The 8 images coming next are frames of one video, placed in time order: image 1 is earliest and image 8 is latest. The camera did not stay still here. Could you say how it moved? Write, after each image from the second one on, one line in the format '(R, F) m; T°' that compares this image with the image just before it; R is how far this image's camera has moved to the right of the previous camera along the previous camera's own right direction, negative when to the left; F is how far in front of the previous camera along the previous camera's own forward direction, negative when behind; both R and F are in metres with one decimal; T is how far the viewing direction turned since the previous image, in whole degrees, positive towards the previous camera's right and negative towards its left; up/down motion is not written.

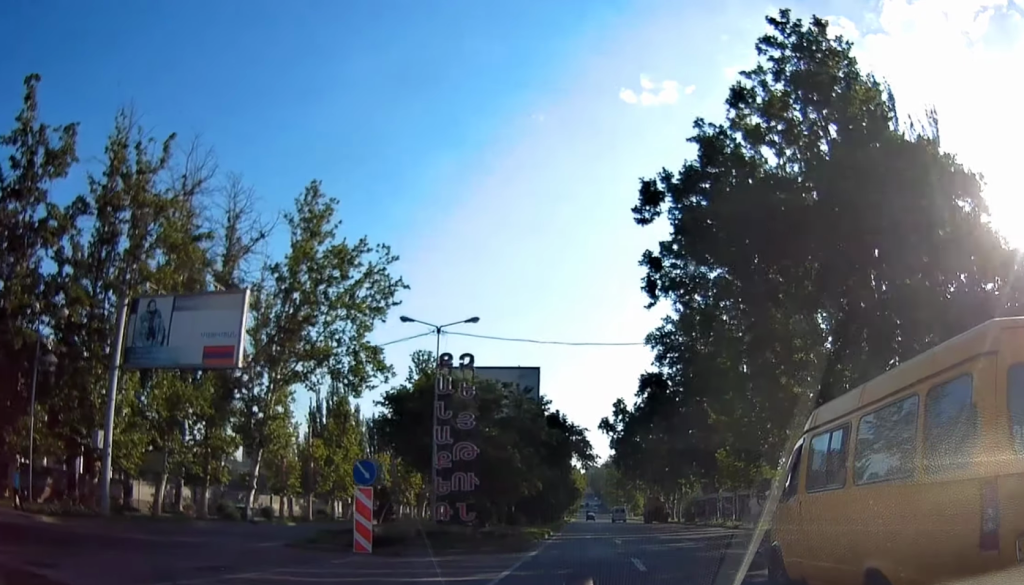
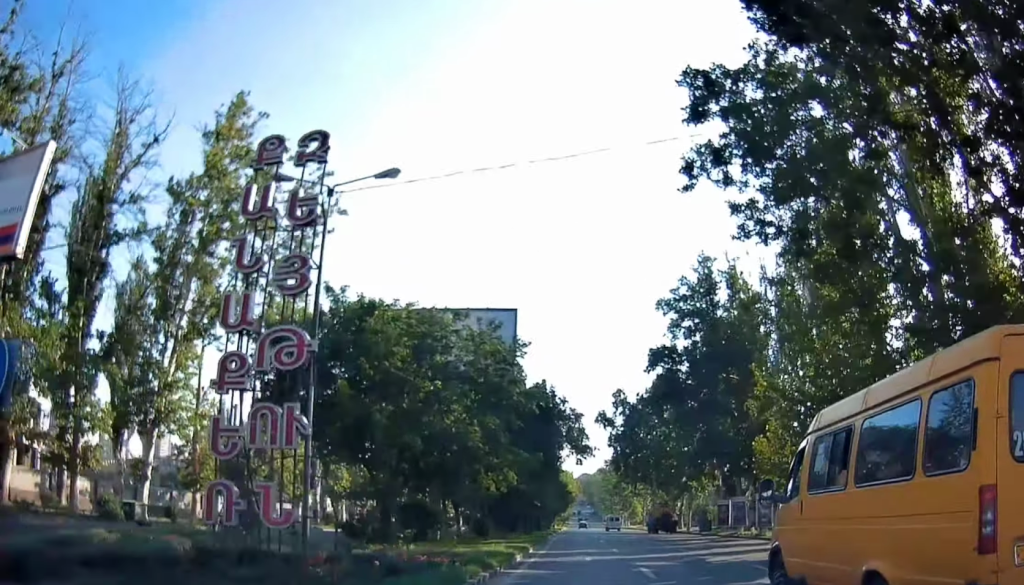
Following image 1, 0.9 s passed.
(-0.2, +12.3) m; 0°
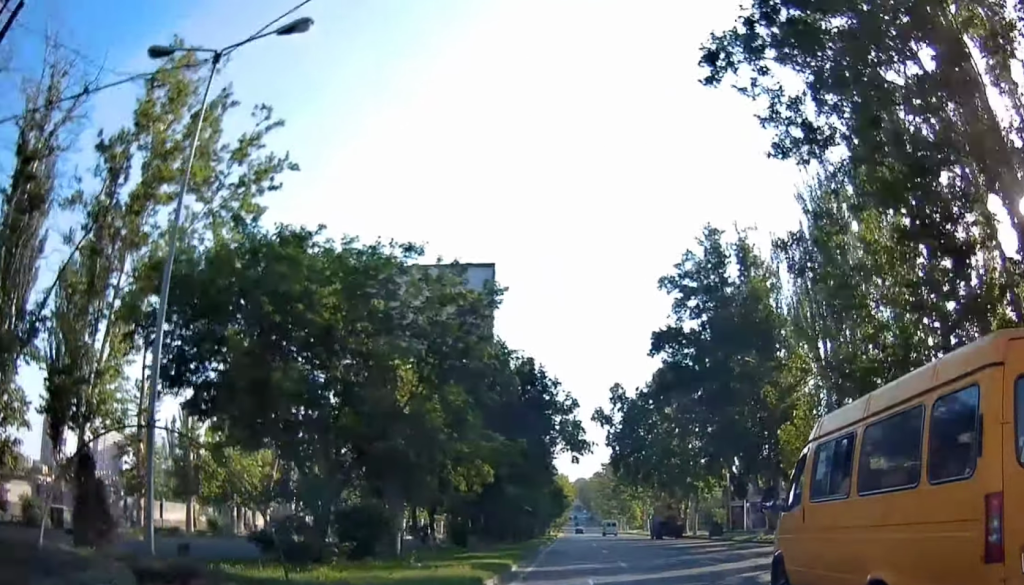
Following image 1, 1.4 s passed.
(-0.1, +5.9) m; +2°
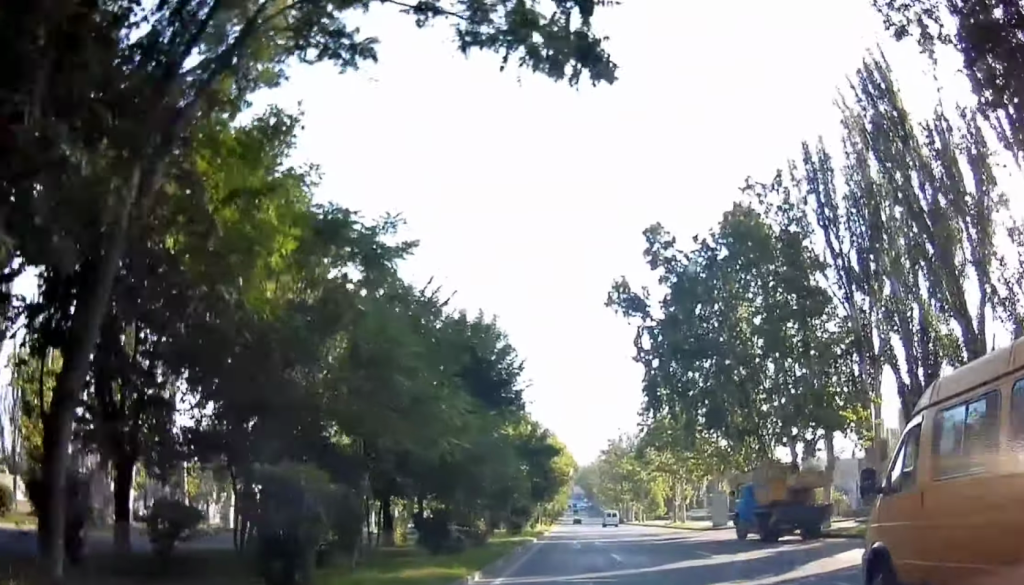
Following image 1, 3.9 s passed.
(+1.2, +36.8) m; -1°
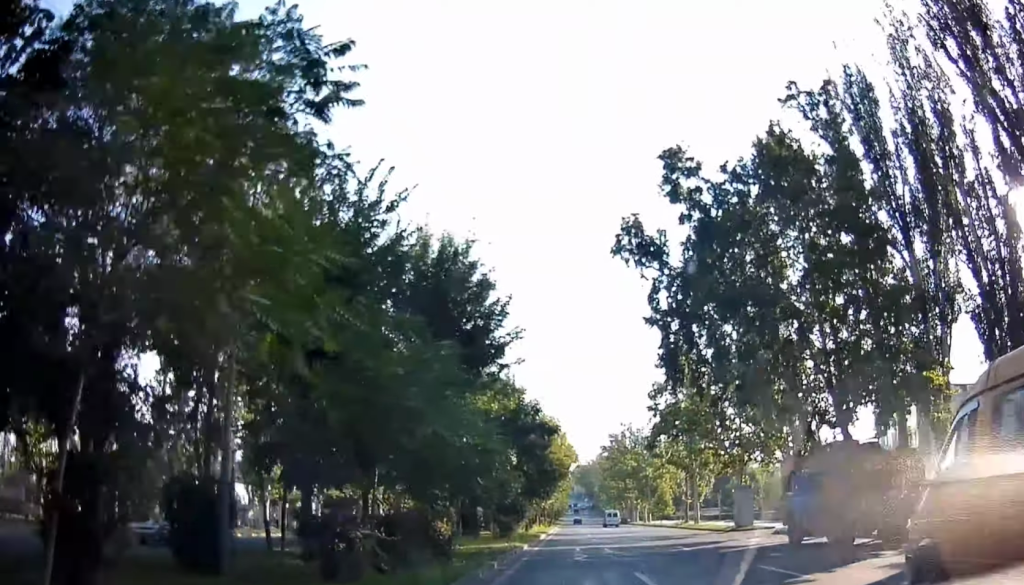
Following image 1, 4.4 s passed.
(-0.1, +8.0) m; -1°
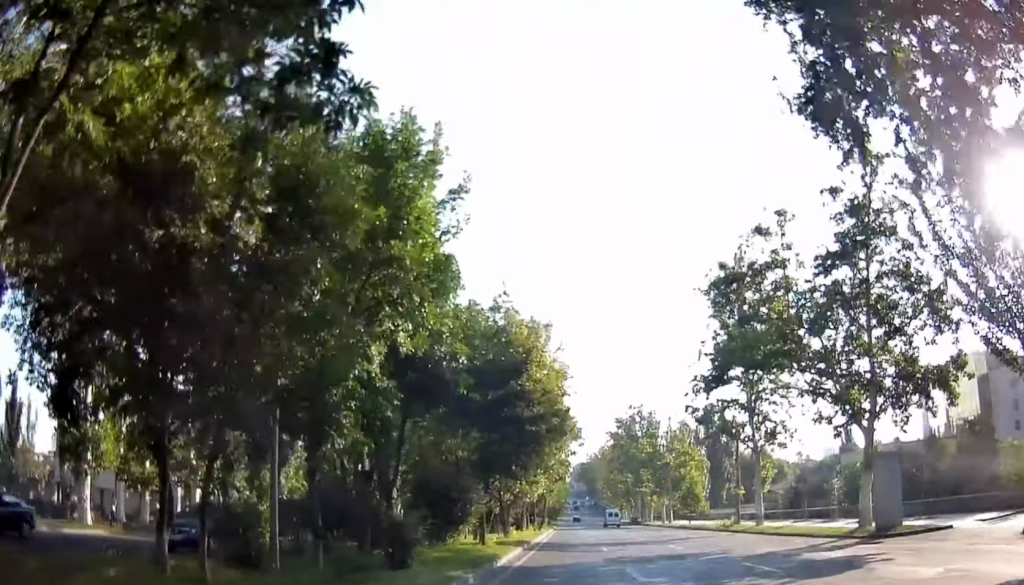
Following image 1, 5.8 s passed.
(-0.1, +23.1) m; +1°
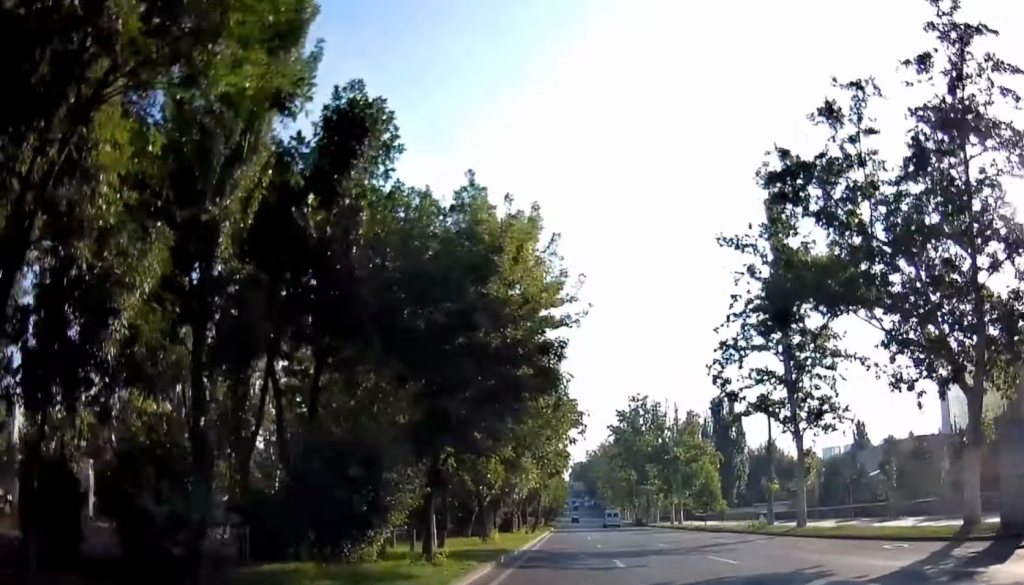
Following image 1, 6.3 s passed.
(+0.2, +9.0) m; +1°
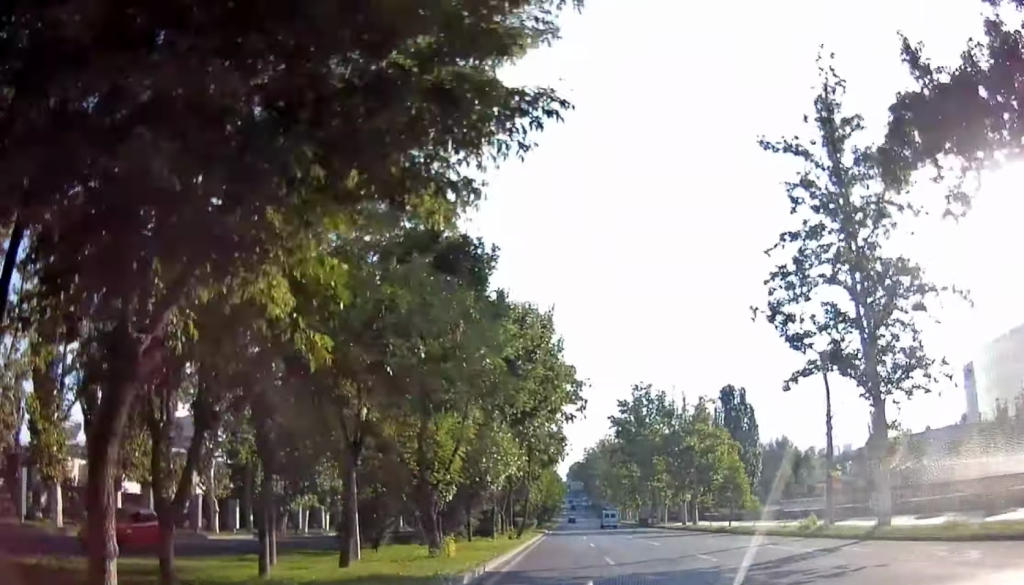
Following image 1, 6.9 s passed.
(+0.1, +10.6) m; +1°
